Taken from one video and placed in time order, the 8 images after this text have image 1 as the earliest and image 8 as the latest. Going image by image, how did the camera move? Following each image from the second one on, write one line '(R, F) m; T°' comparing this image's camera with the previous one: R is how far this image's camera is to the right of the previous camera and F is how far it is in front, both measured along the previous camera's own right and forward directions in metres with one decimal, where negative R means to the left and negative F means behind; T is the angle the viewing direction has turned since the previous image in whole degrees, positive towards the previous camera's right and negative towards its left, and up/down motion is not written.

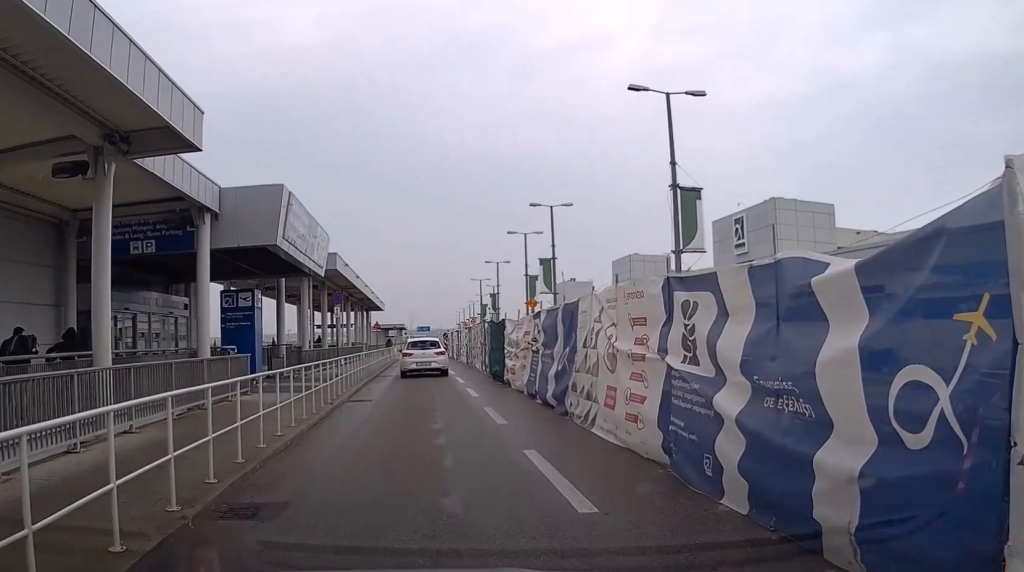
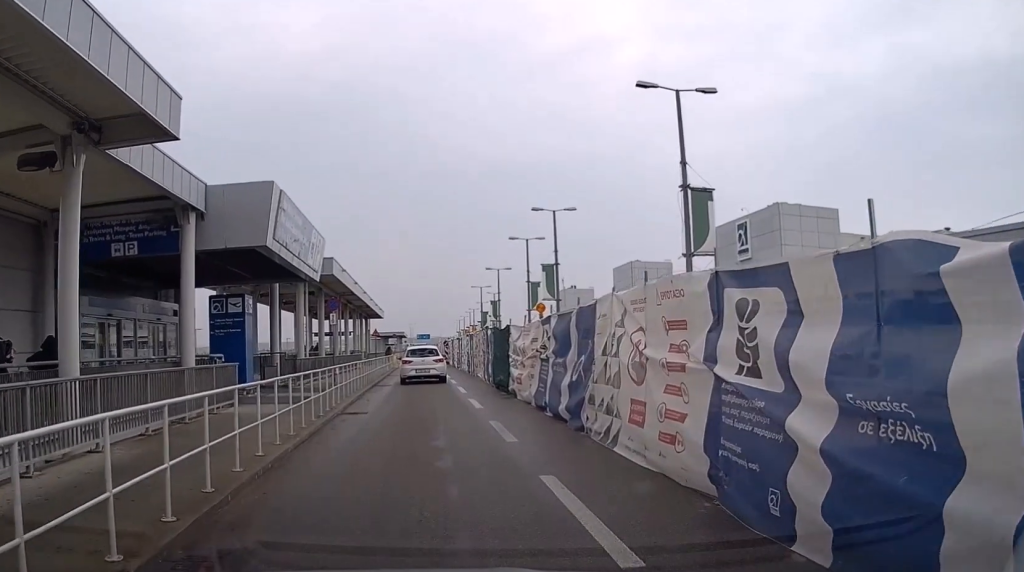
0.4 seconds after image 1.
(0.0, +1.3) m; 0°
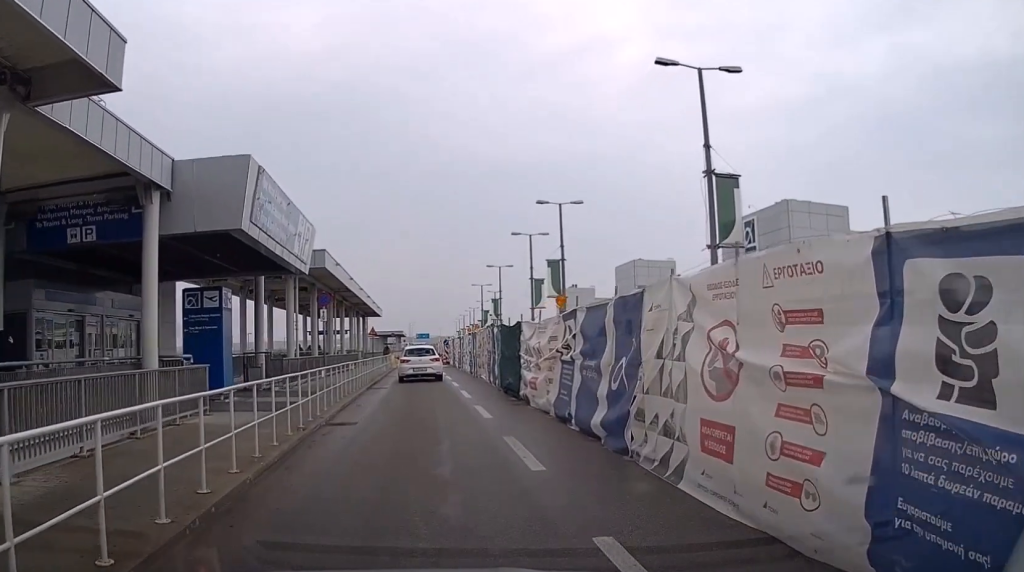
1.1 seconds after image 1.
(+0.1, +2.3) m; 0°
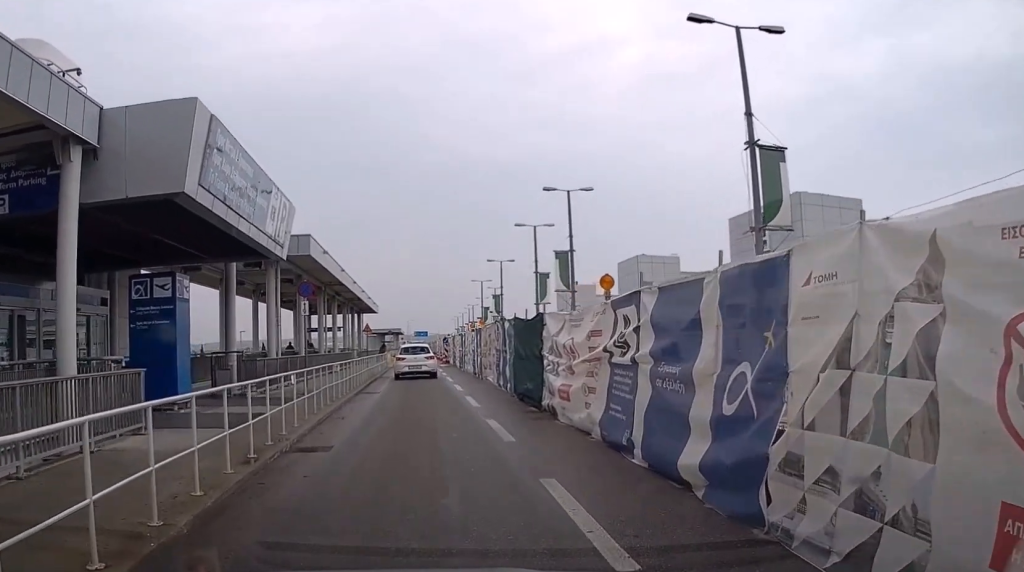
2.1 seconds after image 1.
(-0.1, +3.4) m; +2°
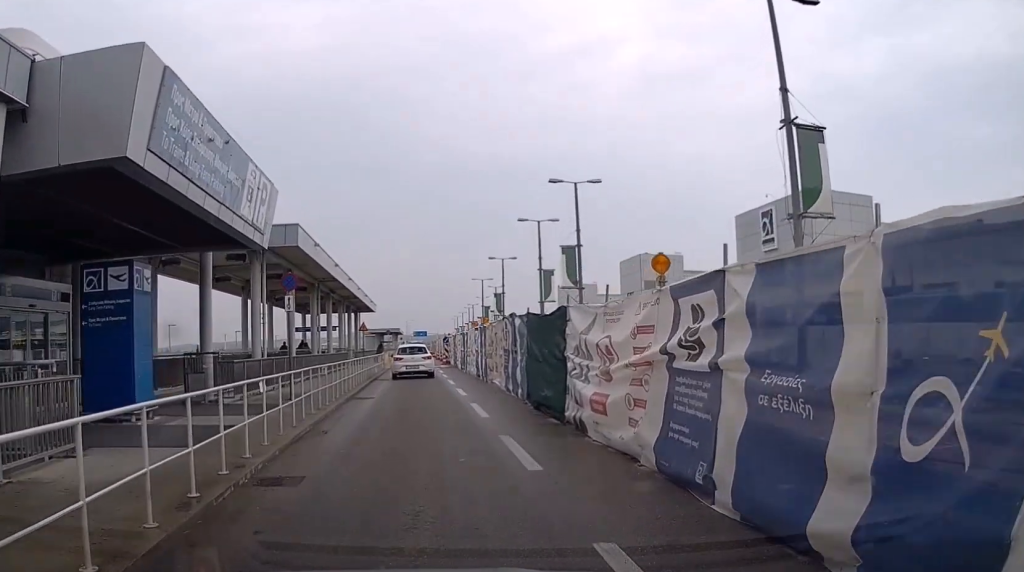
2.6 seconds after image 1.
(0.0, +2.2) m; 0°
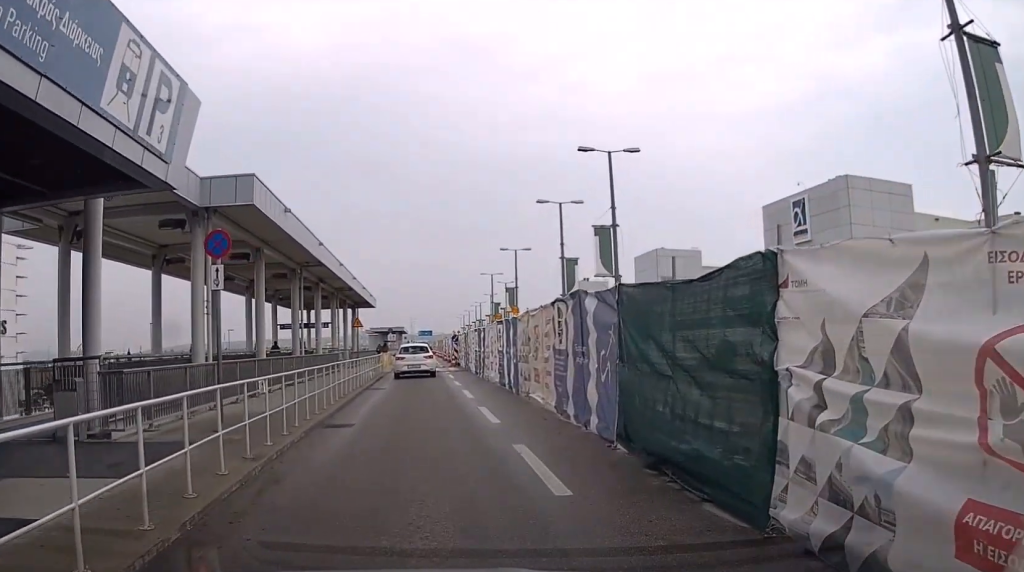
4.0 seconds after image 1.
(0.0, +6.8) m; -2°
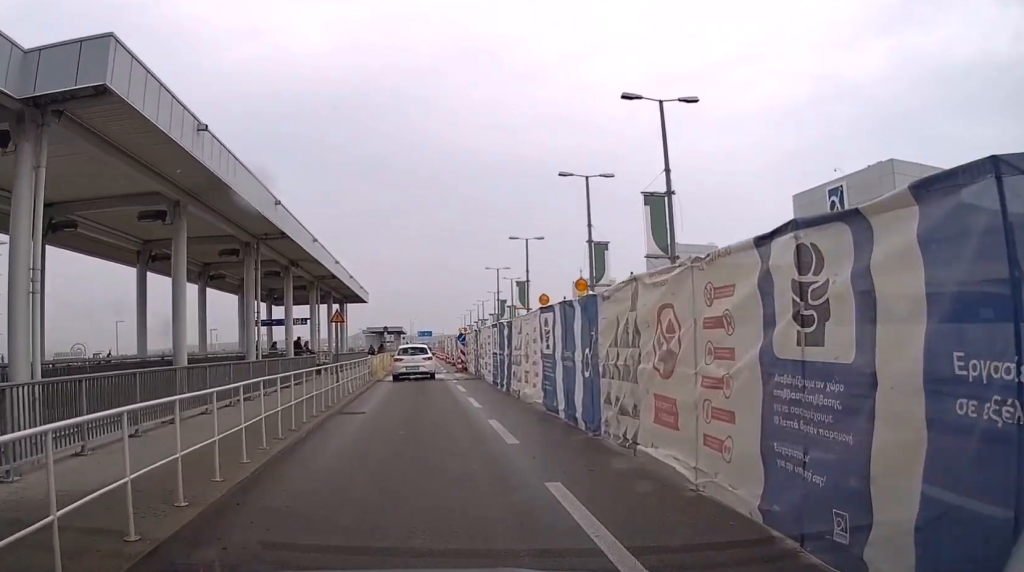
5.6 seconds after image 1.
(-0.1, +8.5) m; 0°
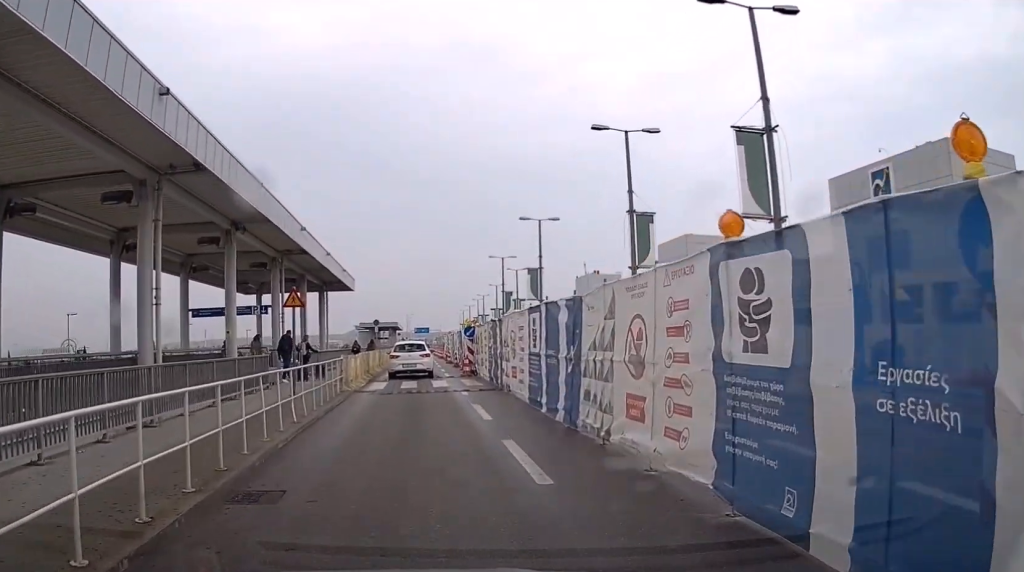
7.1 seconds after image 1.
(+0.1, +9.3) m; +2°
